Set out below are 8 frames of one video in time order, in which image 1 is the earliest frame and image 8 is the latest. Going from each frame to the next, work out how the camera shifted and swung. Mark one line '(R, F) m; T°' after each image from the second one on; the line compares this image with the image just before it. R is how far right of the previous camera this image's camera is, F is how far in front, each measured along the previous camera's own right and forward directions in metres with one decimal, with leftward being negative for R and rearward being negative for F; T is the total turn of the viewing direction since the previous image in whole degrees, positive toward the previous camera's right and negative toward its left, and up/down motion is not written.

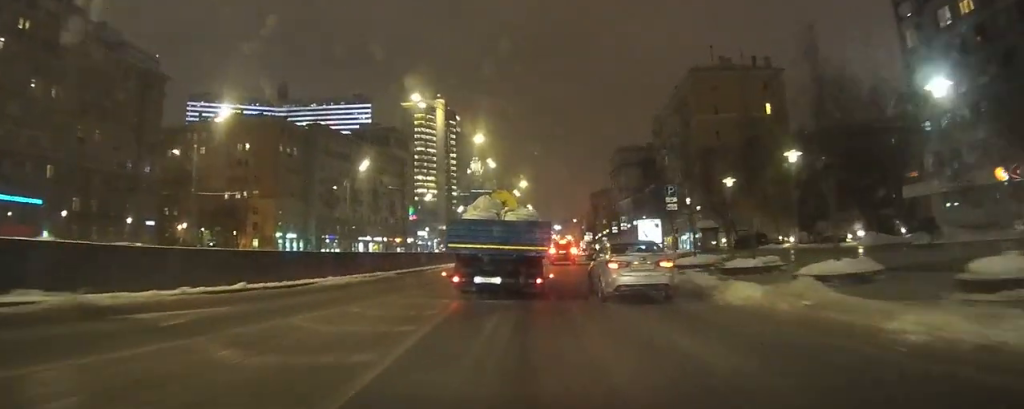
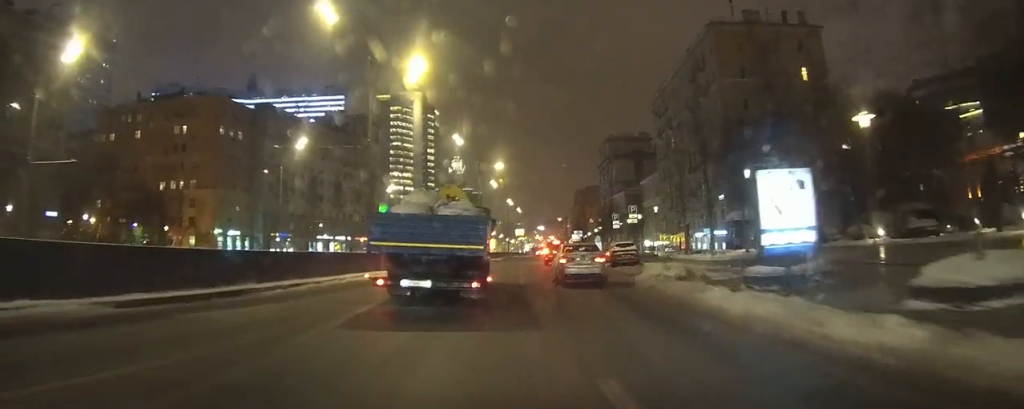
(+0.6, +18.9) m; +4°
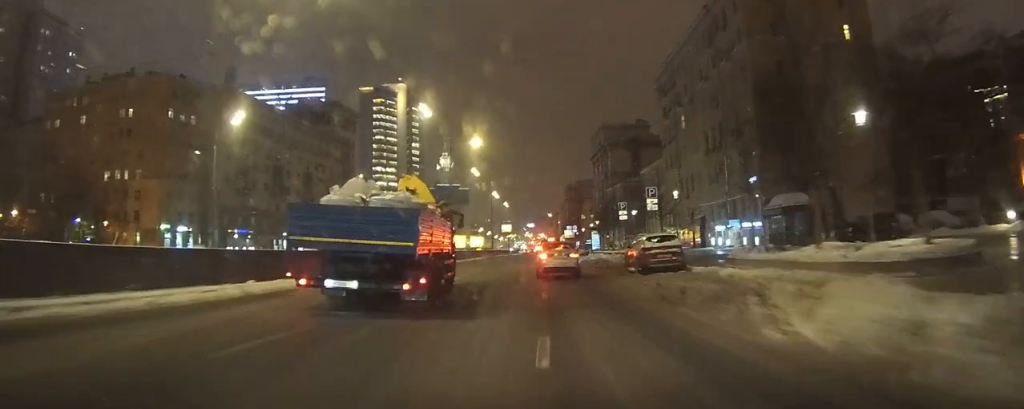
(+0.1, +12.9) m; +2°
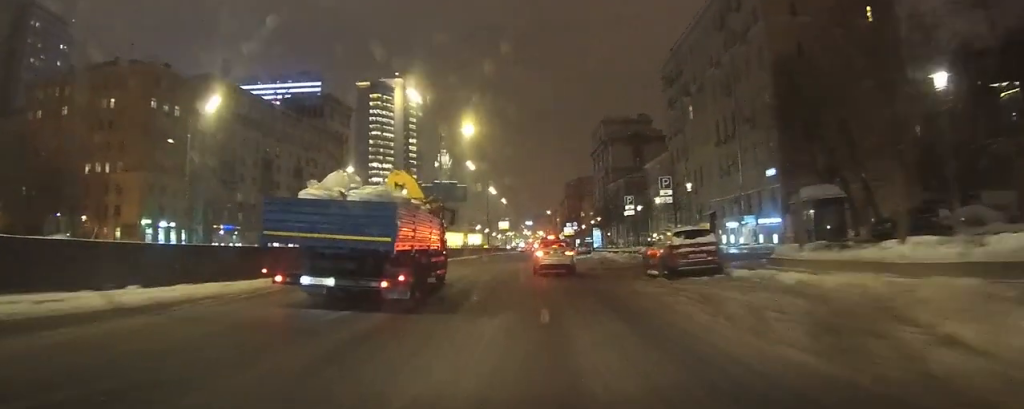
(+0.1, +4.0) m; 0°
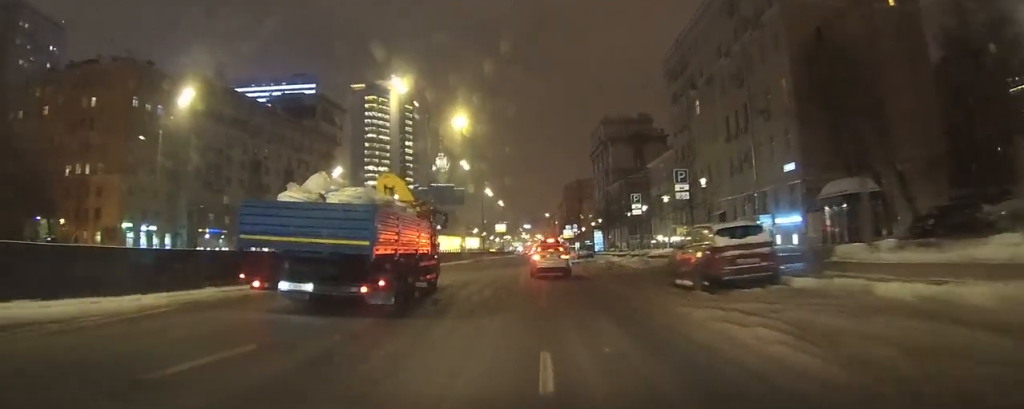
(0.0, +3.7) m; 0°
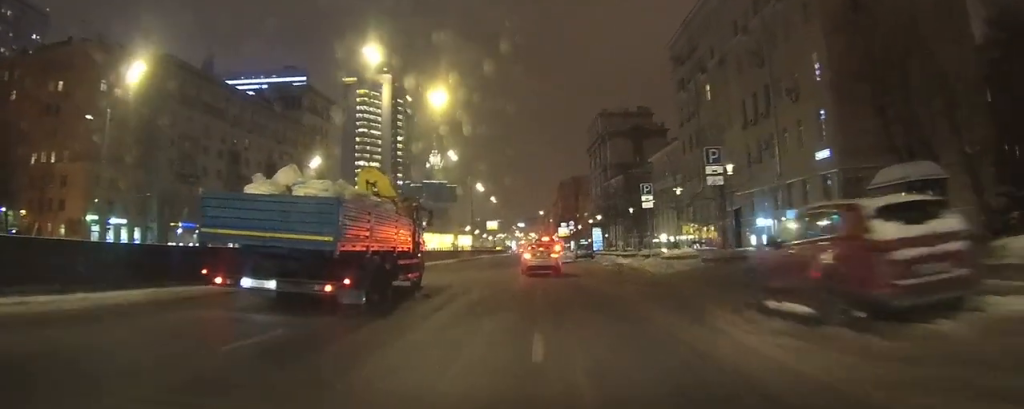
(0.0, +5.1) m; 0°
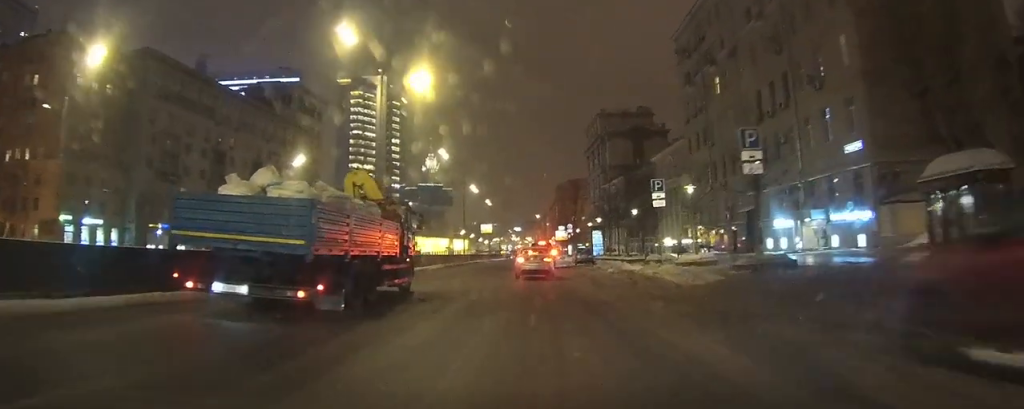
(0.0, +3.5) m; 0°
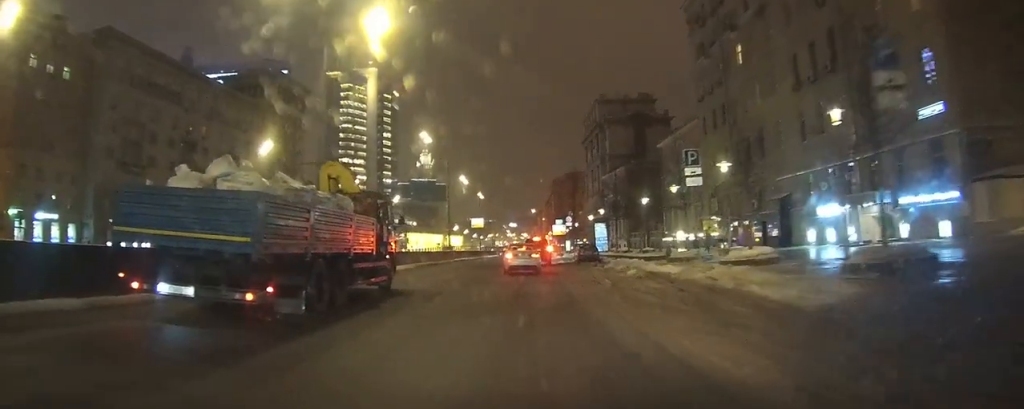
(0.0, +6.2) m; 0°
